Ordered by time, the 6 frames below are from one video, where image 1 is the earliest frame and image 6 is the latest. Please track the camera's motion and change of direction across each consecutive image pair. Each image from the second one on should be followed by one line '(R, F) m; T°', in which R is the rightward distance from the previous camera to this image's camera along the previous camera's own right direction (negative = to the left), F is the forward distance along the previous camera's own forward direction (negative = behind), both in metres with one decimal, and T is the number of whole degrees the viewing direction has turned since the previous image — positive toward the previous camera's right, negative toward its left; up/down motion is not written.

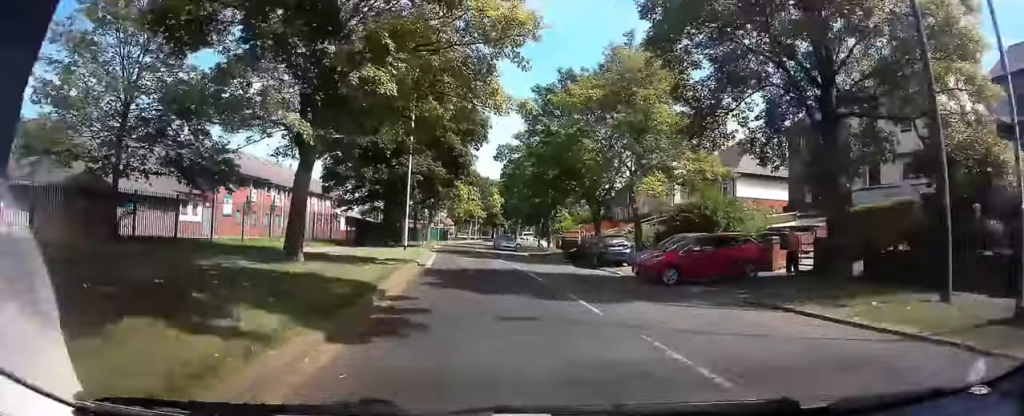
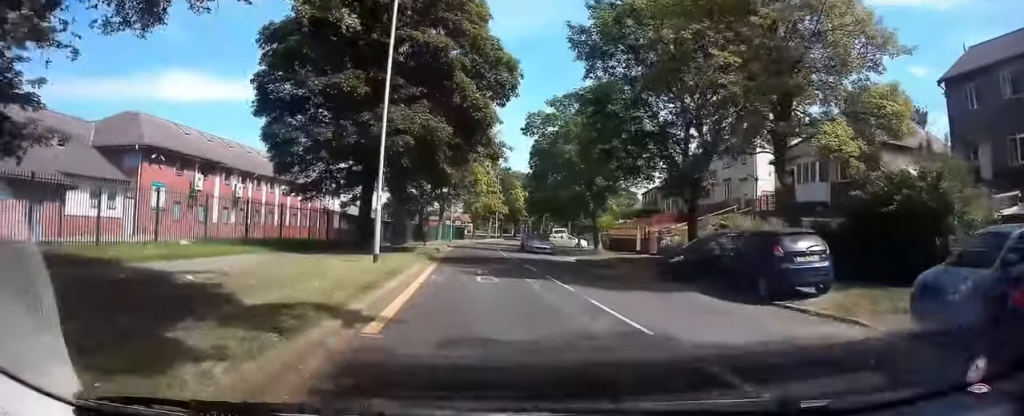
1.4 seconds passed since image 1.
(-0.1, +12.5) m; -3°
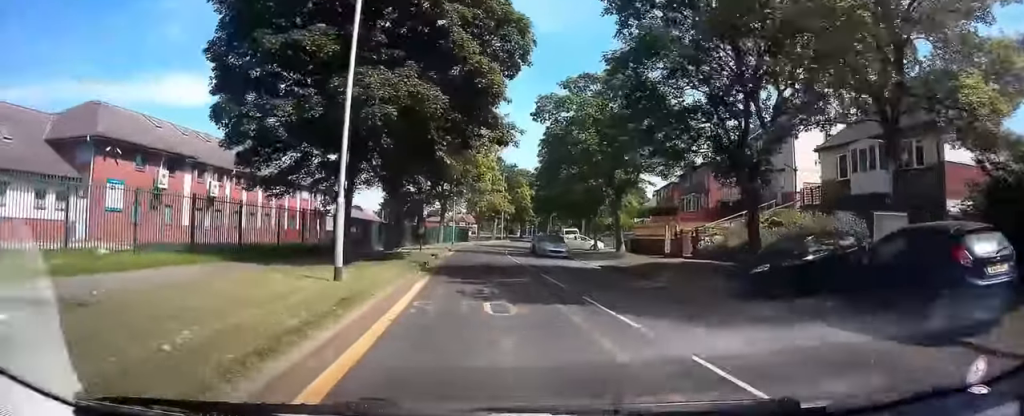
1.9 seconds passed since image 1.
(-0.2, +4.7) m; -1°
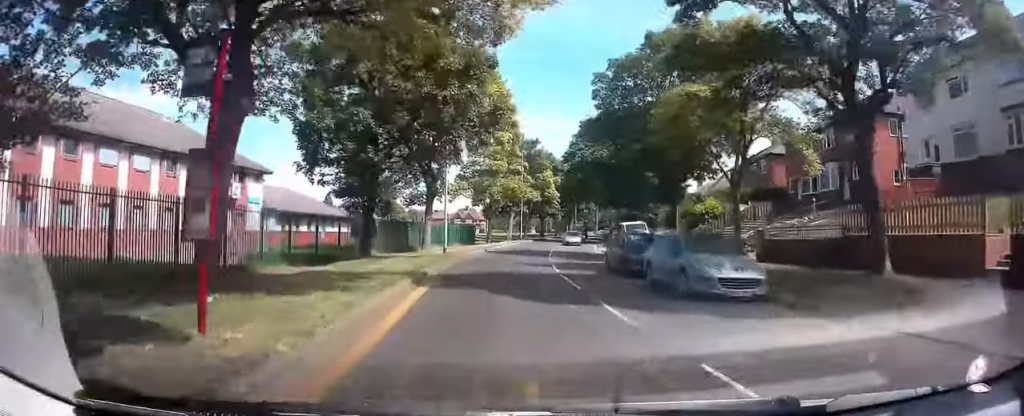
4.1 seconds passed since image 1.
(+0.2, +22.5) m; +2°
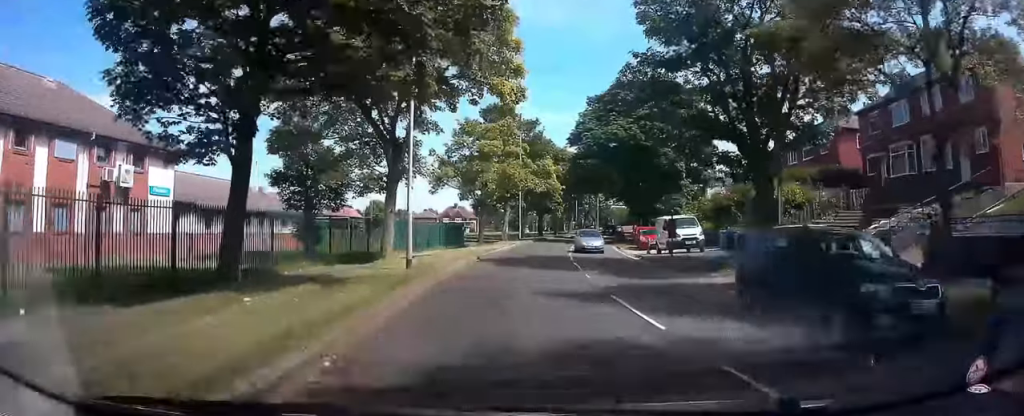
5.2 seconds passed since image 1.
(+0.2, +11.2) m; +1°
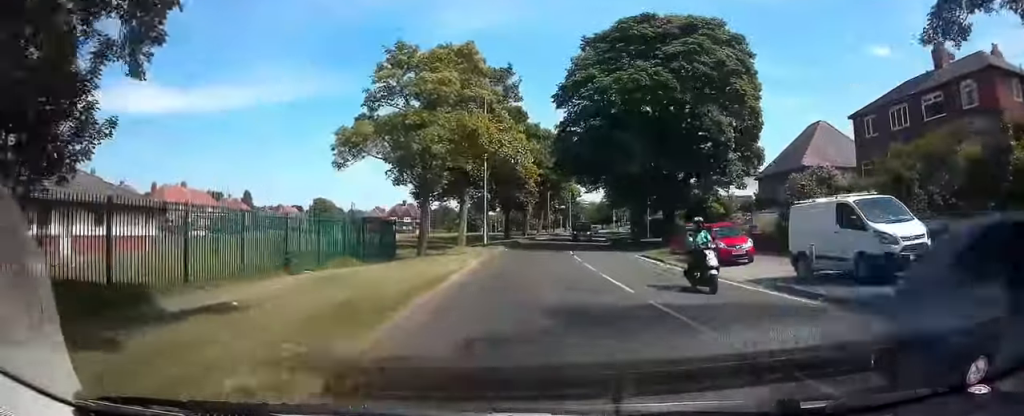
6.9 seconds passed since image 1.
(0.0, +18.6) m; 0°
